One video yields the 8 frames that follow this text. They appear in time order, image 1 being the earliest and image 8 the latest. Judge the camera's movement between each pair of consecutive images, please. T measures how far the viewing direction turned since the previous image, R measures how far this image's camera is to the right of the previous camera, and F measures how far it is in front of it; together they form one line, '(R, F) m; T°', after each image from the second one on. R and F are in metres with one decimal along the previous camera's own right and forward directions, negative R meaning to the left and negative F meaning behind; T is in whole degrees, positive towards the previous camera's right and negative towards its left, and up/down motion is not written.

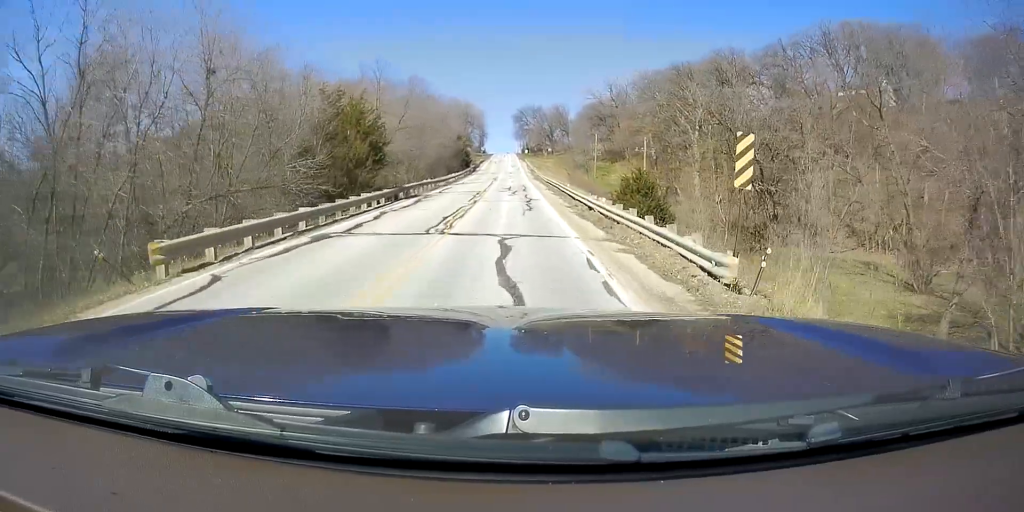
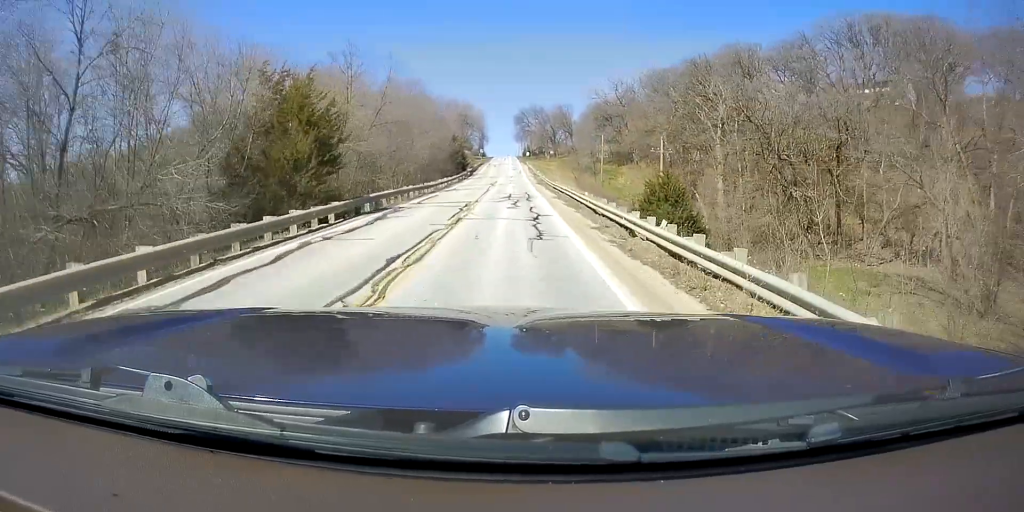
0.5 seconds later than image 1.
(+0.1, +8.4) m; -1°
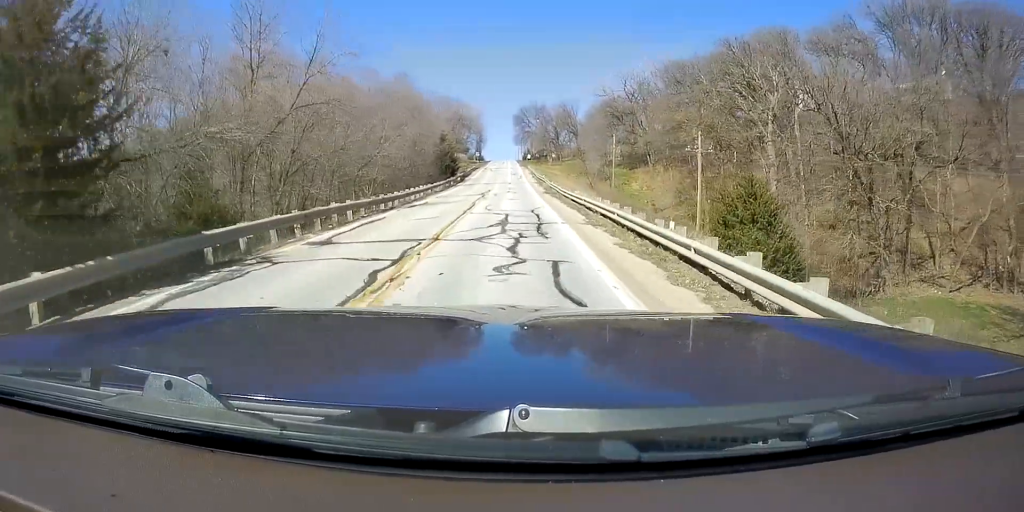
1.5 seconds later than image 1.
(-0.4, +14.1) m; +1°
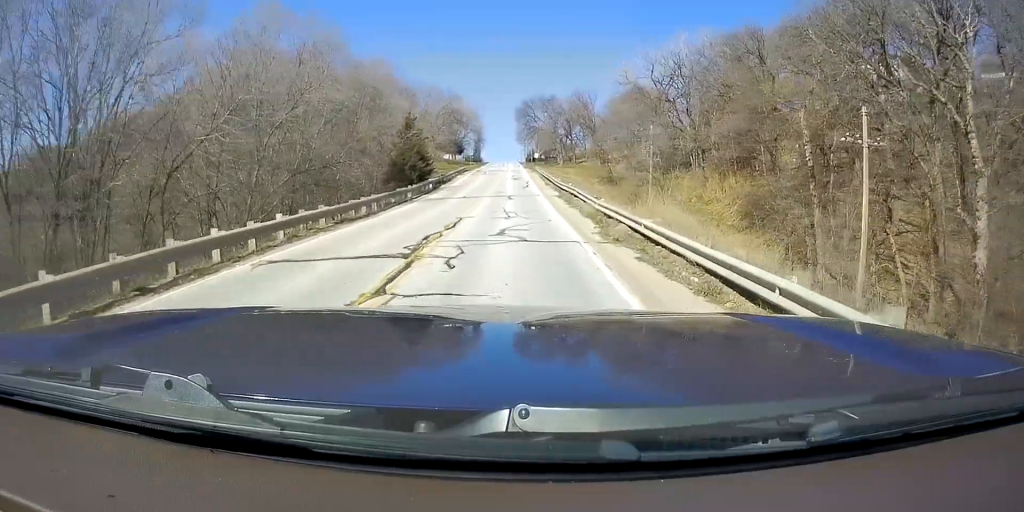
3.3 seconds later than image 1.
(+0.7, +25.6) m; +1°
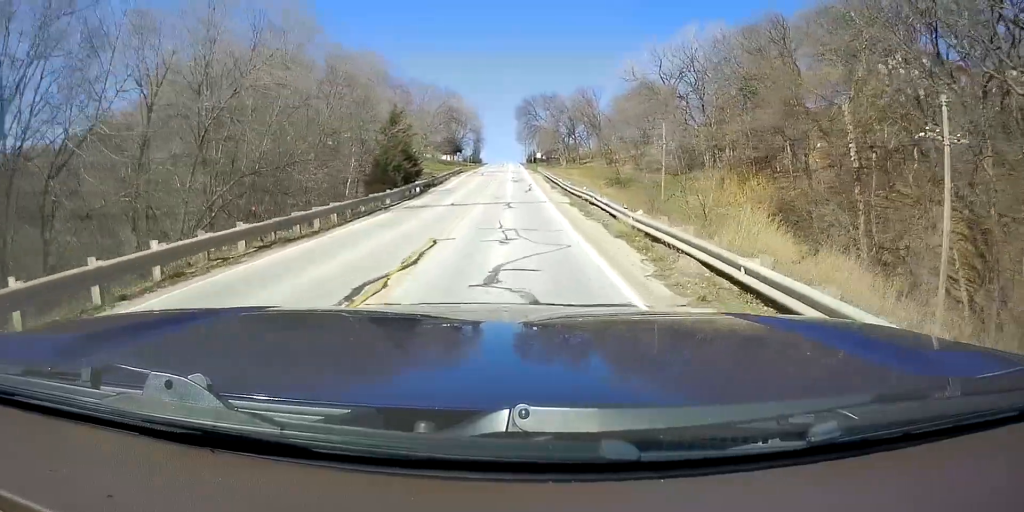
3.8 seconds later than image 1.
(-0.1, +6.1) m; -1°
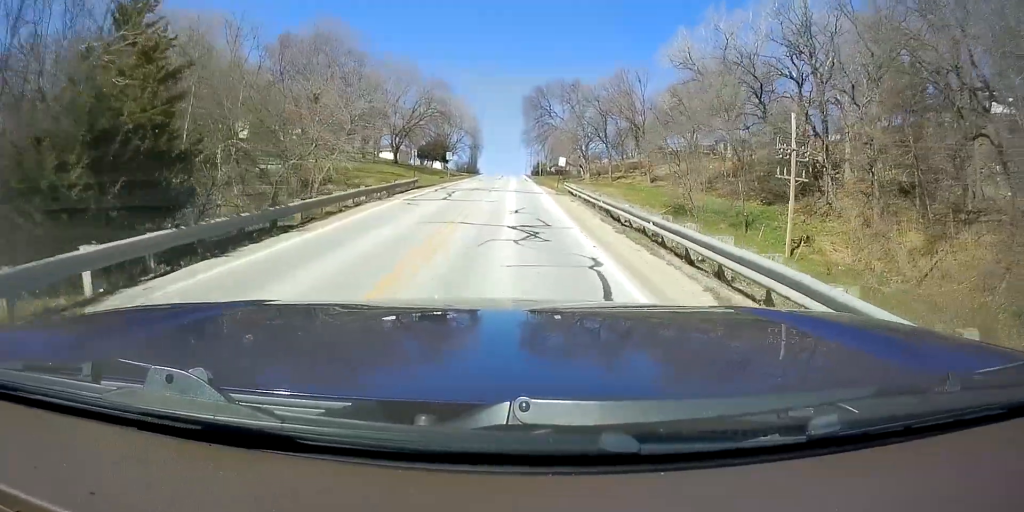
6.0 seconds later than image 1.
(+0.7, +32.1) m; +1°
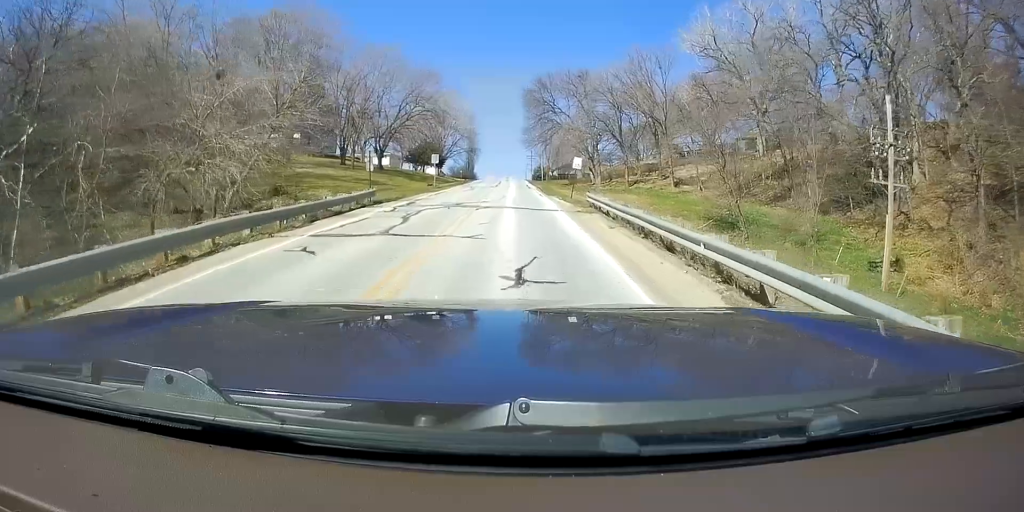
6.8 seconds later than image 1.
(-0.2, +11.0) m; -1°
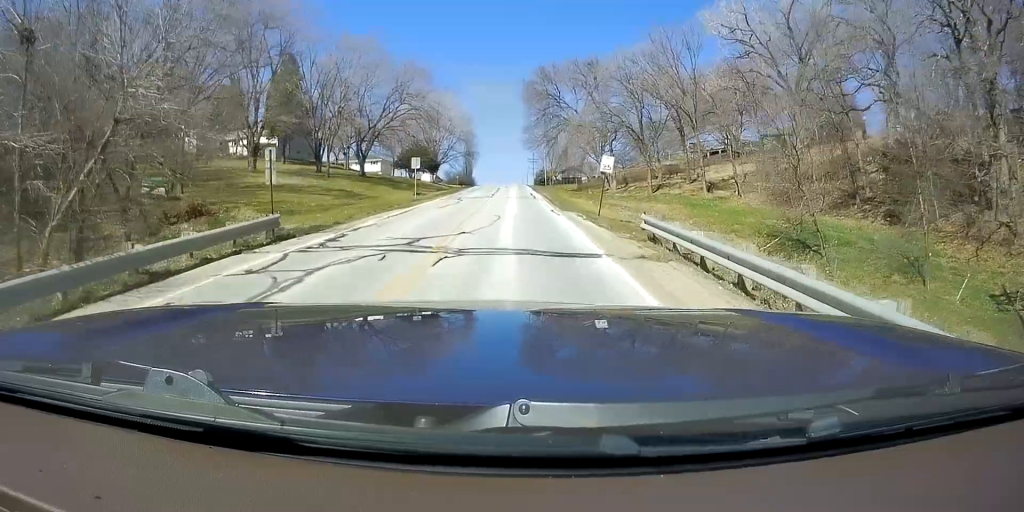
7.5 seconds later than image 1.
(0.0, +10.6) m; +1°
